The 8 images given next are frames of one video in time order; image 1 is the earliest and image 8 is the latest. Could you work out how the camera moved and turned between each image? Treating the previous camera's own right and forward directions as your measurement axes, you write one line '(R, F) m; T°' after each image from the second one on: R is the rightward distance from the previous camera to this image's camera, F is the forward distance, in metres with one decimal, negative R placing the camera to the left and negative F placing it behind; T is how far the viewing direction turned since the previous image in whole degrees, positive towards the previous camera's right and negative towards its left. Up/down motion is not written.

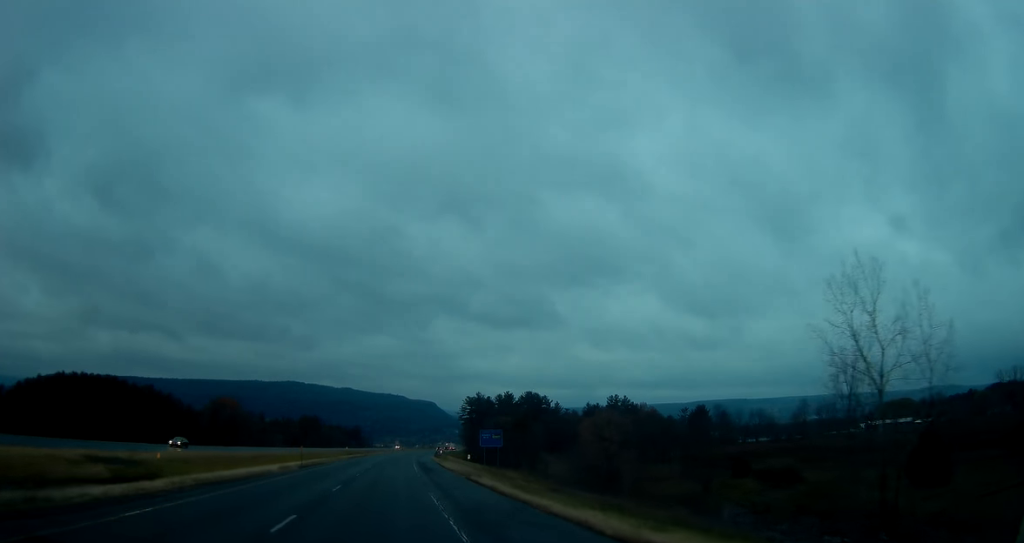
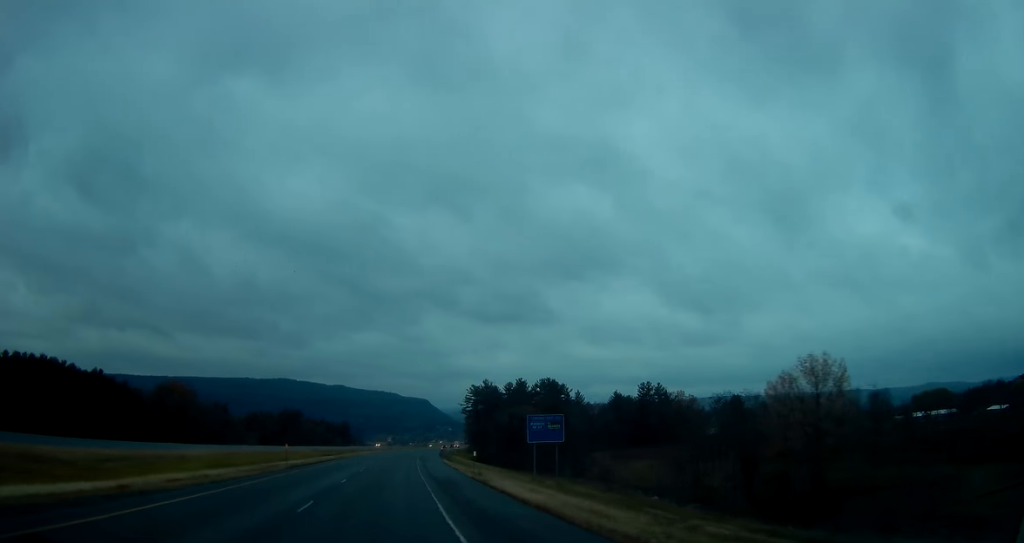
(-0.2, +45.4) m; 0°
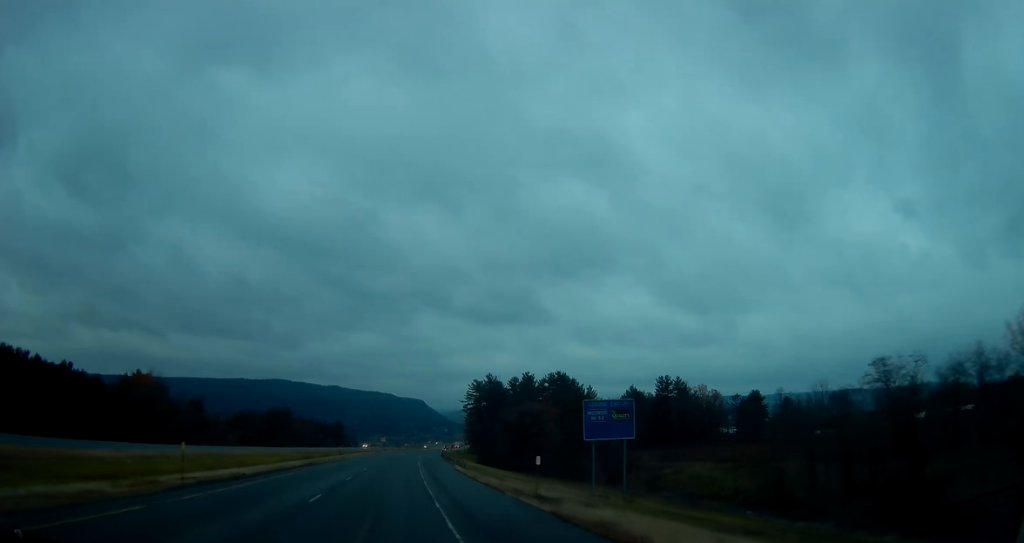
(+0.3, +21.7) m; +1°
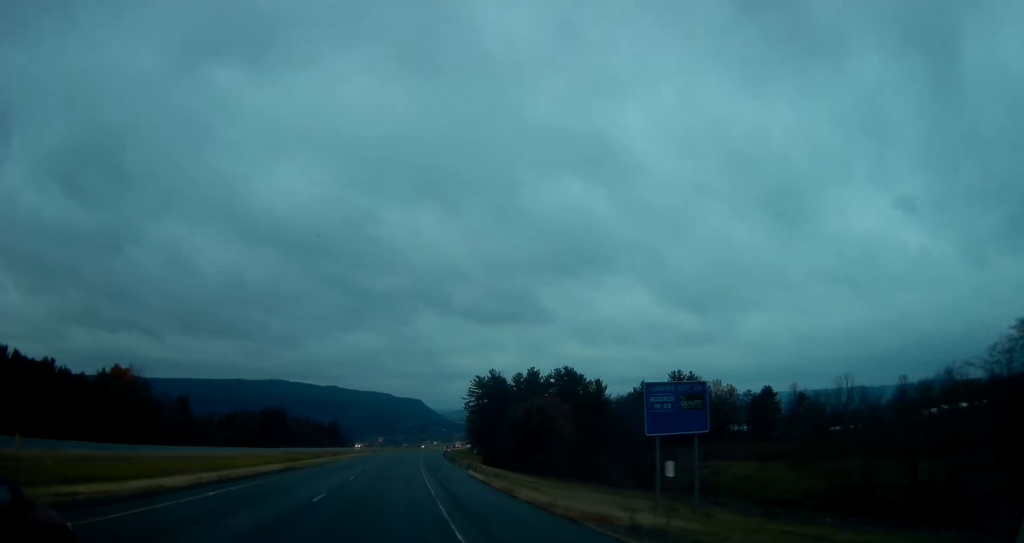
(0.0, +11.8) m; +1°
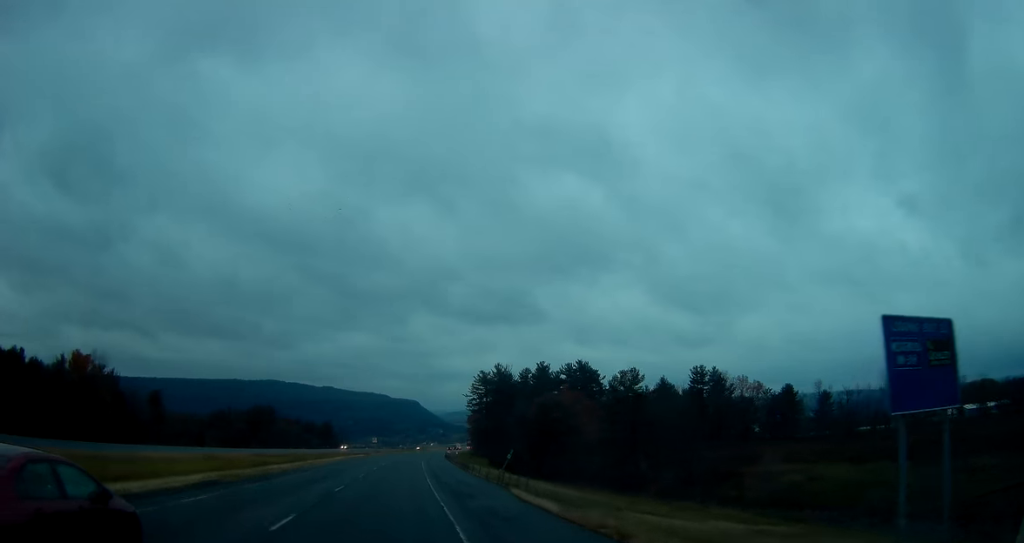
(+0.3, +18.7) m; 0°
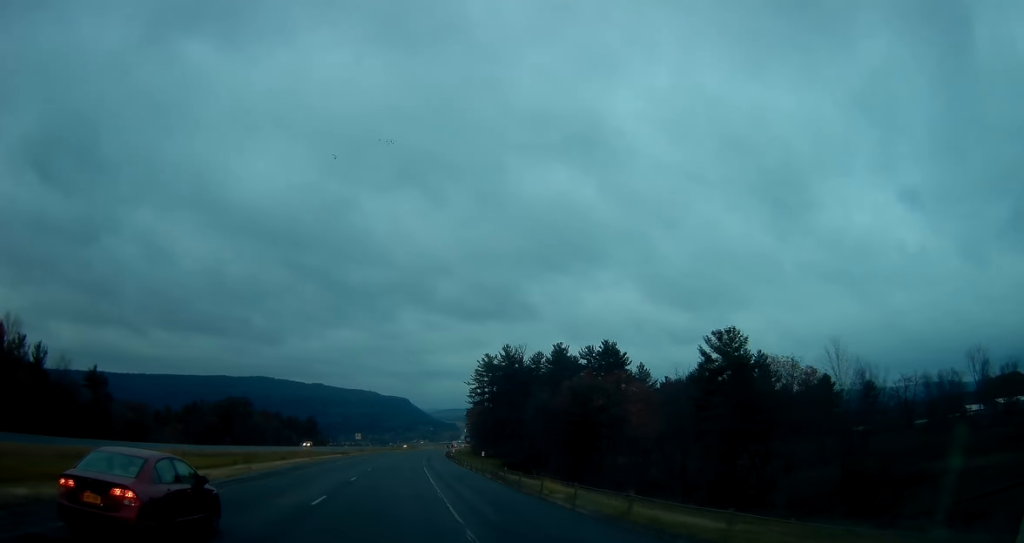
(-0.3, +31.6) m; +1°
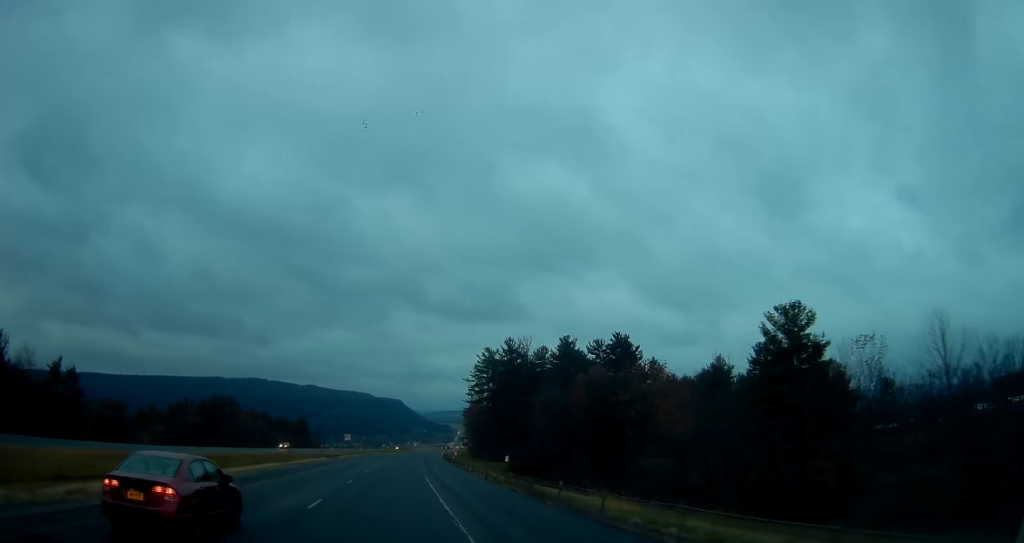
(+0.1, +12.8) m; +1°
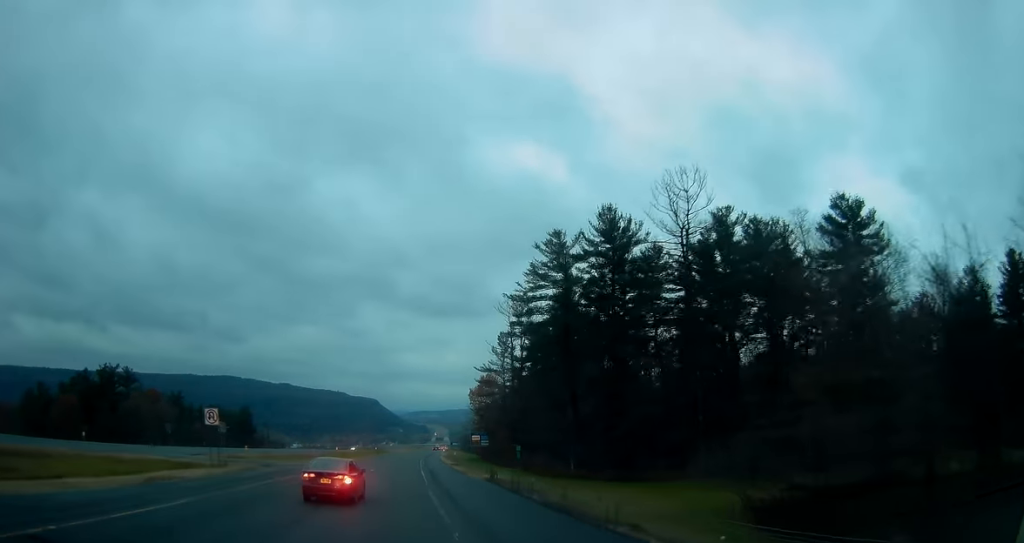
(+1.3, +84.1) m; +2°
